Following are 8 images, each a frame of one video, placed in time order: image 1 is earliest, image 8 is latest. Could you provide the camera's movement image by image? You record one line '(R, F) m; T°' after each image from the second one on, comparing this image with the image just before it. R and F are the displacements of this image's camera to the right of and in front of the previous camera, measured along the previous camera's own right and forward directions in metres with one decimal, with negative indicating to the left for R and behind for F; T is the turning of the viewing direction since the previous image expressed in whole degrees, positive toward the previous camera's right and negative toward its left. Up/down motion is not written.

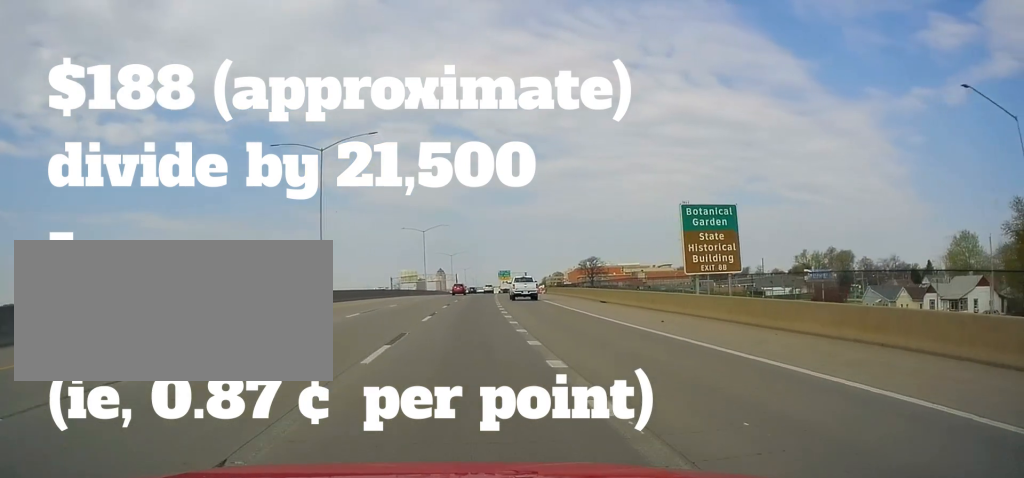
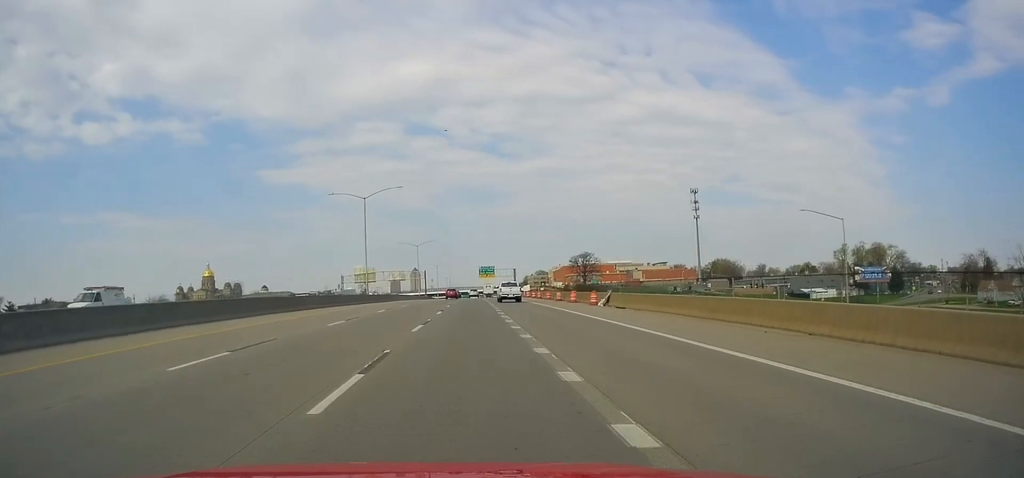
(+2.0, +52.6) m; +4°
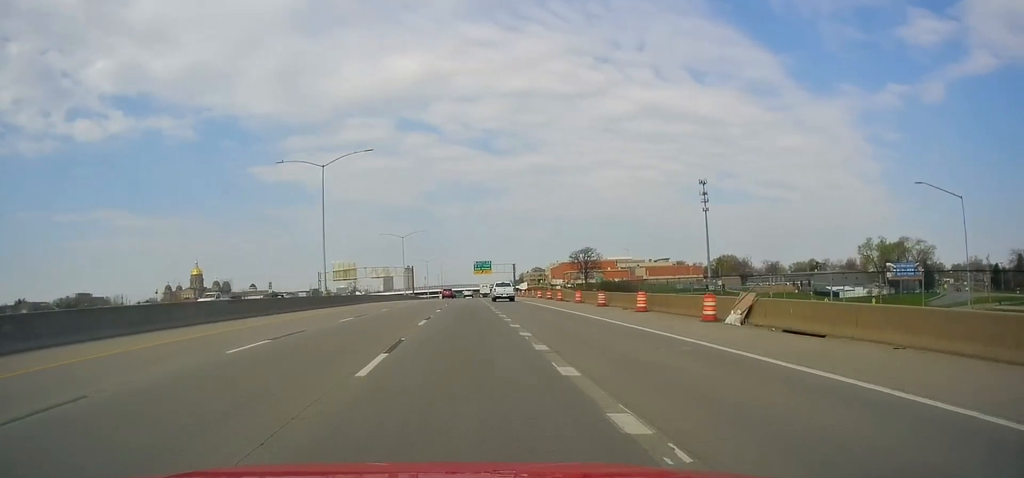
(-0.1, +21.6) m; +1°
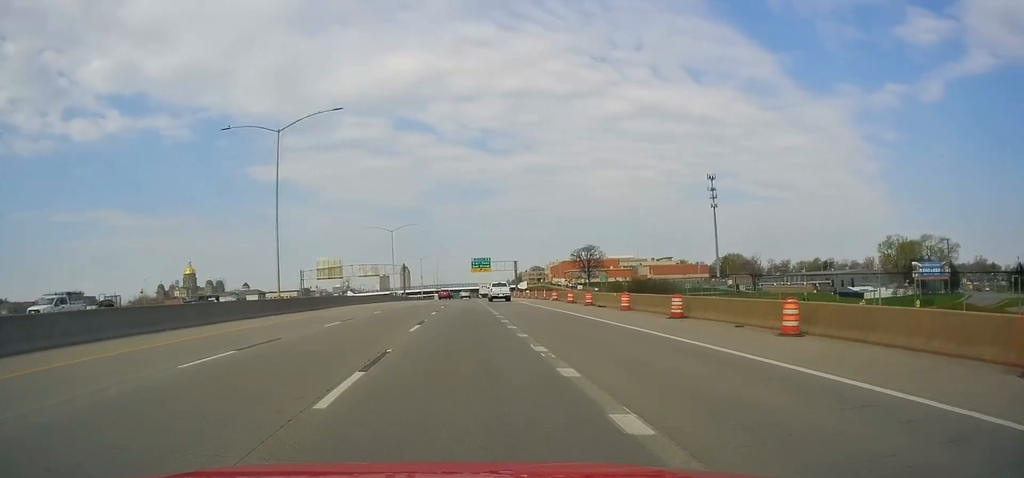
(+0.5, +14.4) m; 0°
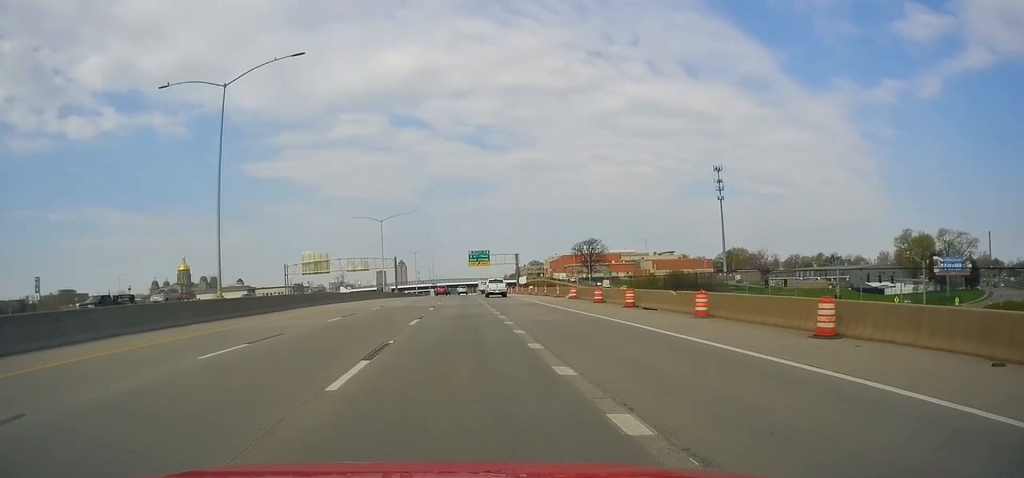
(+0.1, +11.3) m; 0°
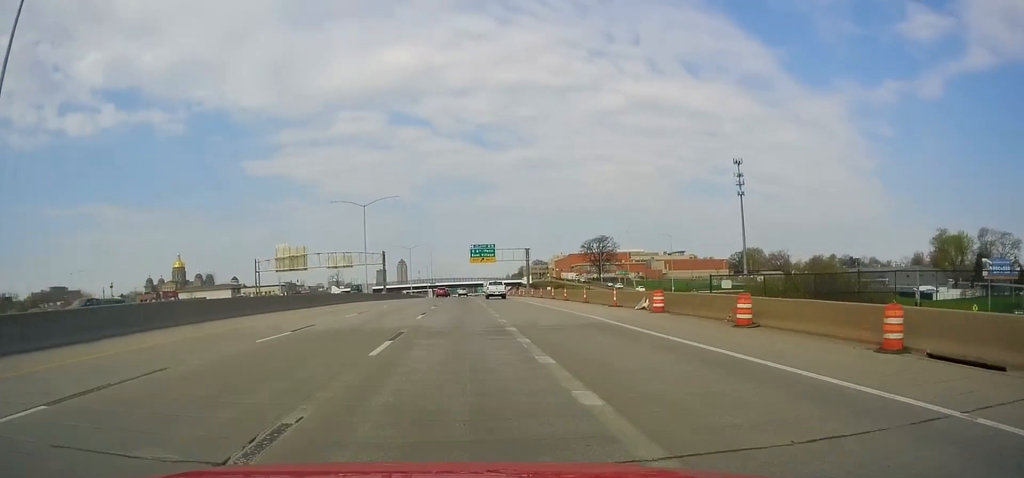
(-0.9, +20.5) m; -1°
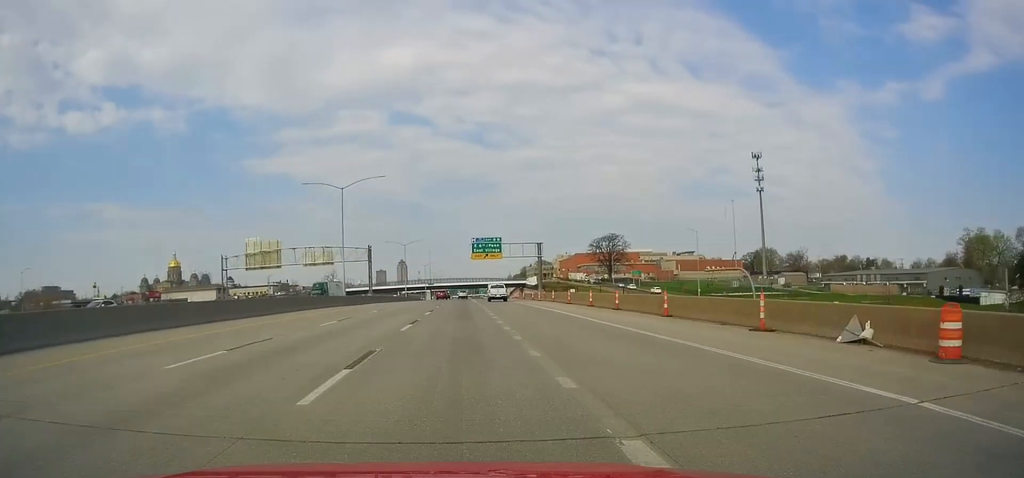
(+0.3, +17.3) m; +2°
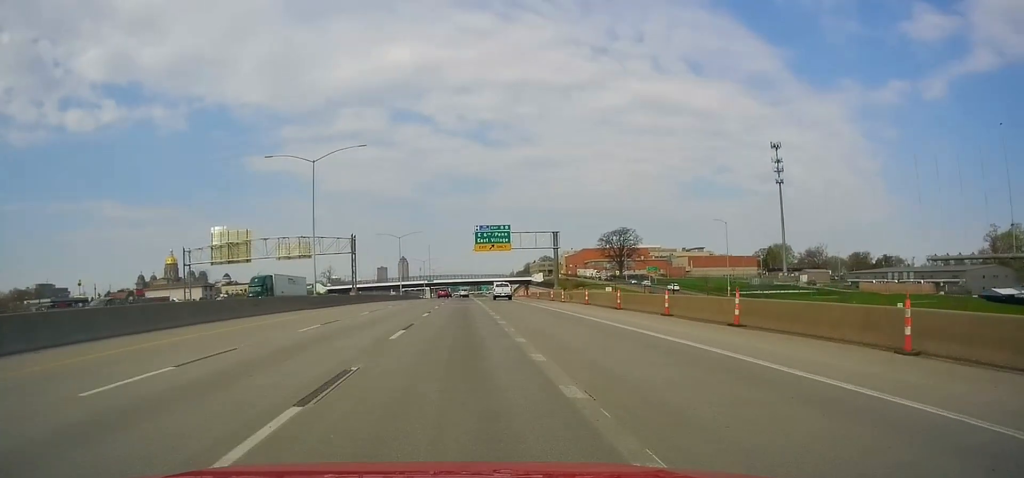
(+0.2, +15.3) m; +1°
